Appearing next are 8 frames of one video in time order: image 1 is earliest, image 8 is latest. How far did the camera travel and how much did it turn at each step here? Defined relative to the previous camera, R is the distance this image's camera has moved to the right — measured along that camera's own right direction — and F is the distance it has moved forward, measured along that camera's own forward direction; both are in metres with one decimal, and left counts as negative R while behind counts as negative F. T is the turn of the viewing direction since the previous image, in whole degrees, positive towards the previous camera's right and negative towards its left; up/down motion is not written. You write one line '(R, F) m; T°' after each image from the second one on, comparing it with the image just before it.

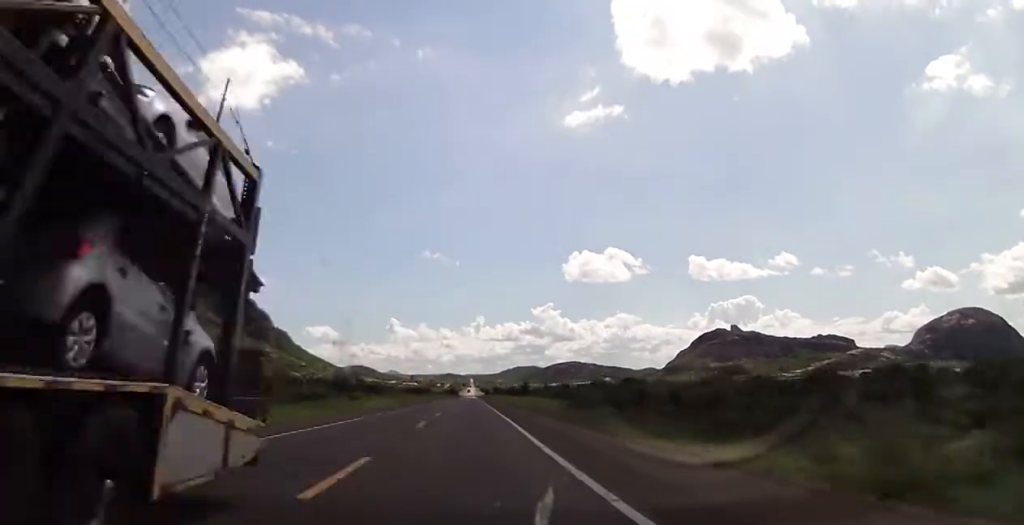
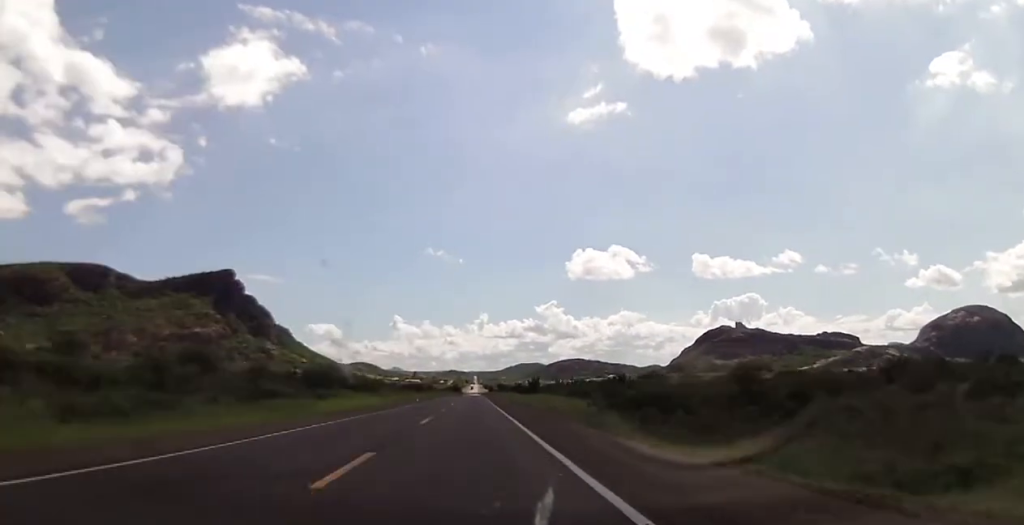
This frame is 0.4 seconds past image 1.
(0.0, +15.3) m; 0°
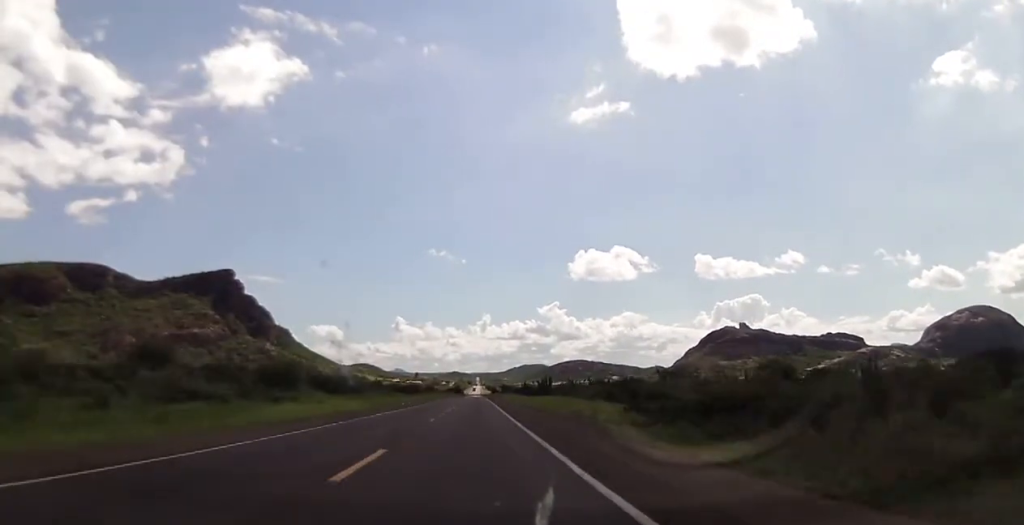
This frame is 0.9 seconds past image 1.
(0.0, +15.3) m; 0°
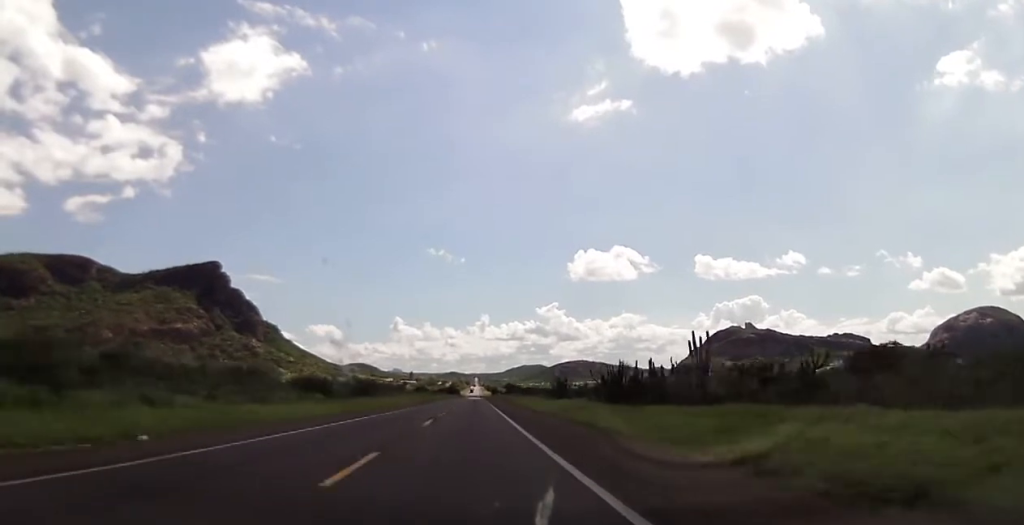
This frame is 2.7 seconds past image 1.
(0.0, +60.3) m; 0°
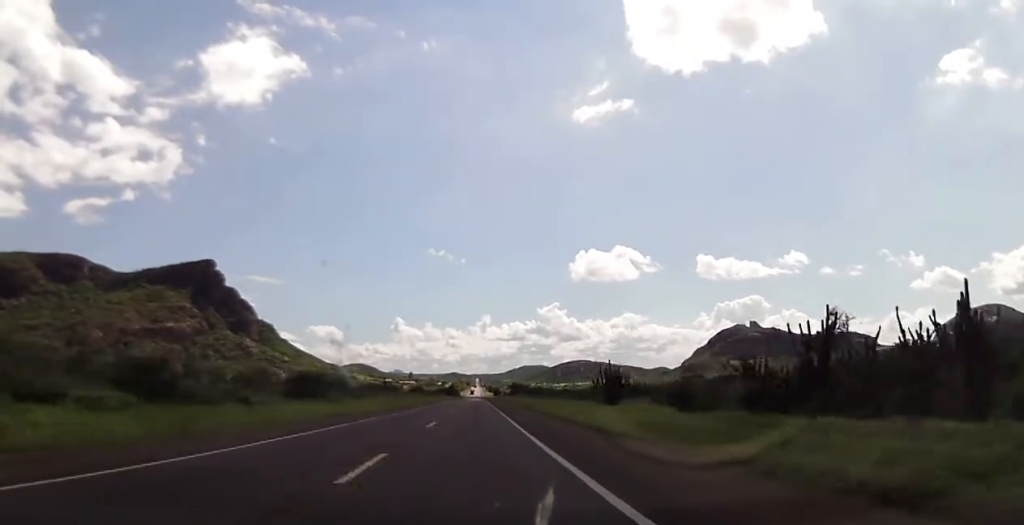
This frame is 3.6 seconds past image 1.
(+0.1, +28.0) m; 0°
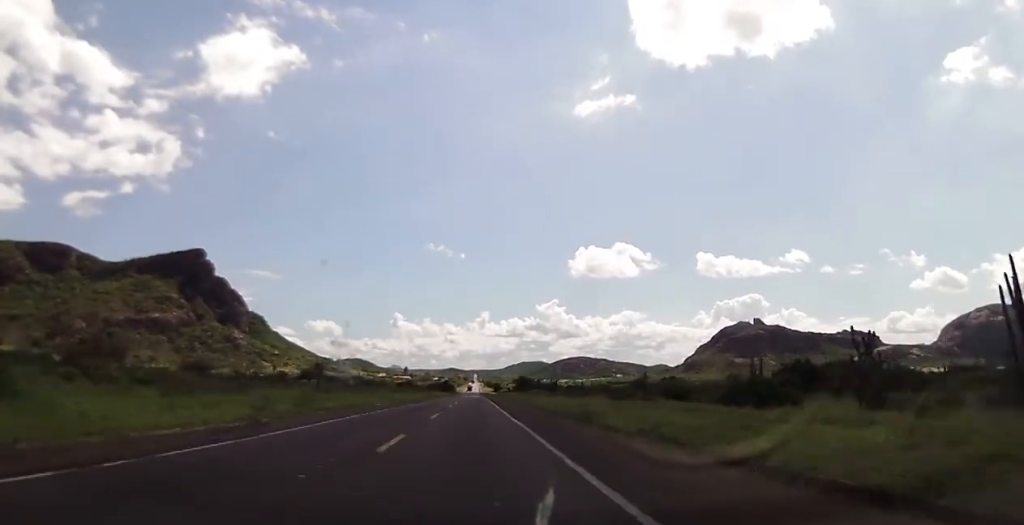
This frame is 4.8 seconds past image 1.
(-0.1, +40.9) m; 0°
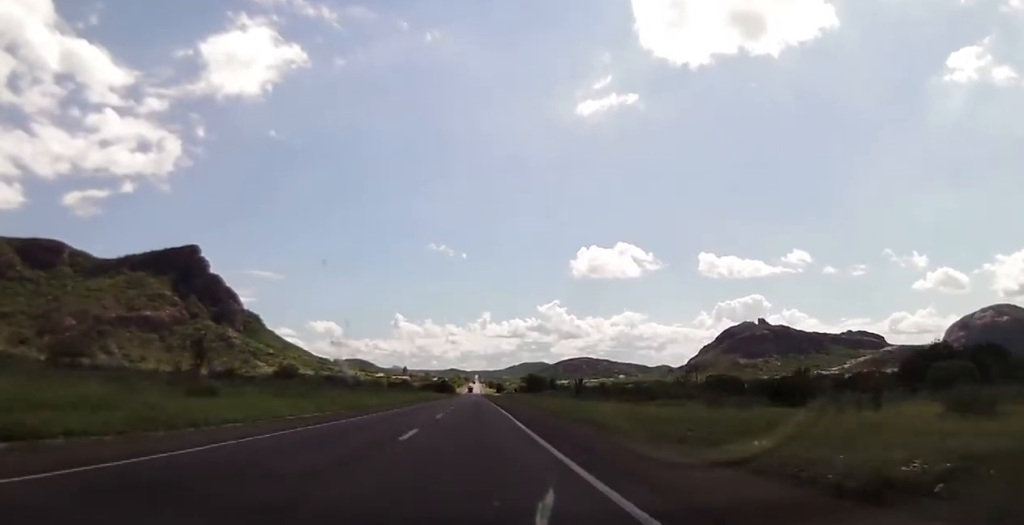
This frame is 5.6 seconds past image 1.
(-0.1, +28.9) m; 0°
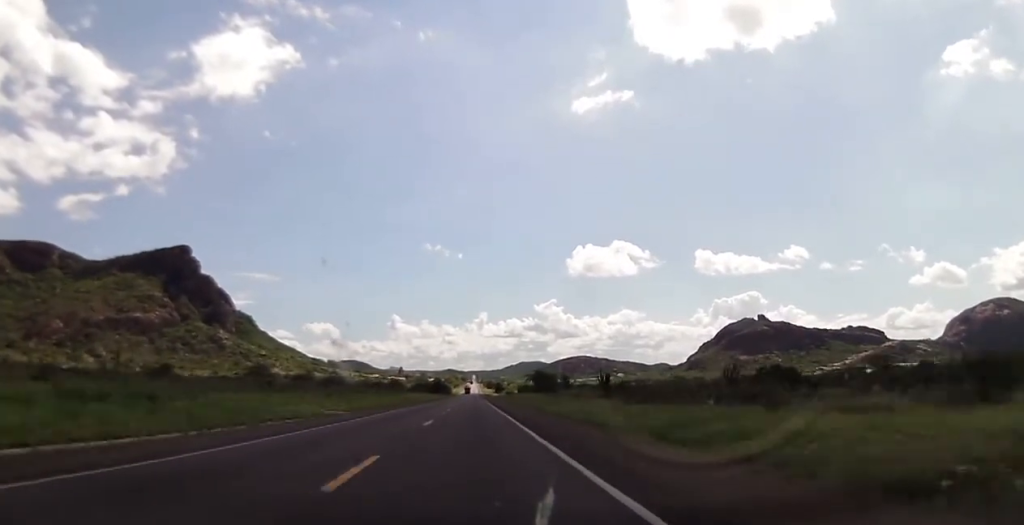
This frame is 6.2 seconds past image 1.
(0.0, +24.0) m; 0°
